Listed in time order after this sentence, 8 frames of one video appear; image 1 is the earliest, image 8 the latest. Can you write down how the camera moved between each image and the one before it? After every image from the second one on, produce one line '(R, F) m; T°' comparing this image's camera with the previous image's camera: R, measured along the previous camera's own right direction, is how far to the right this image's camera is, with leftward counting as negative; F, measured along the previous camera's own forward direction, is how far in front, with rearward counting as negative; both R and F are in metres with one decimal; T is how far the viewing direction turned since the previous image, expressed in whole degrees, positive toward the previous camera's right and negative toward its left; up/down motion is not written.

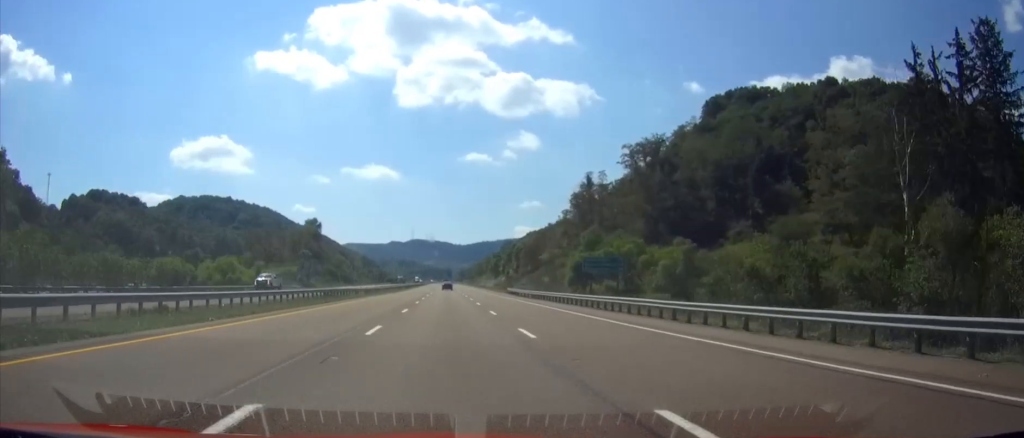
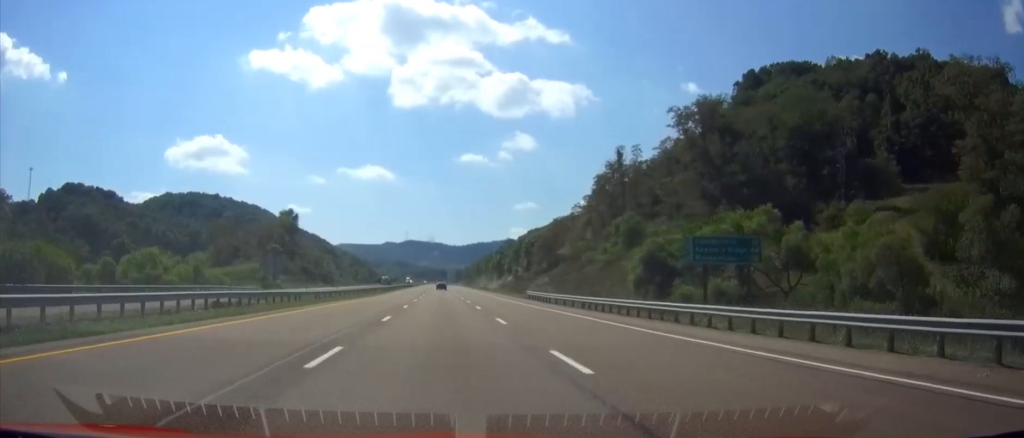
(0.0, +31.3) m; 0°
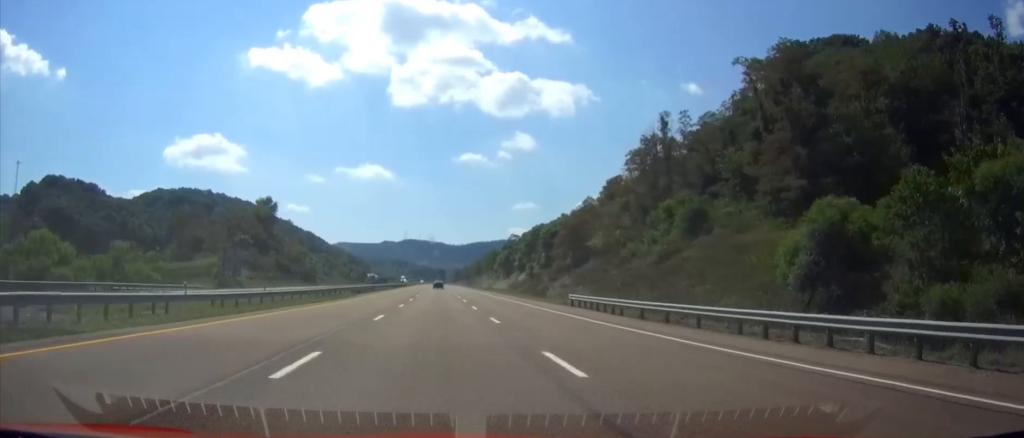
(0.0, +26.0) m; 0°
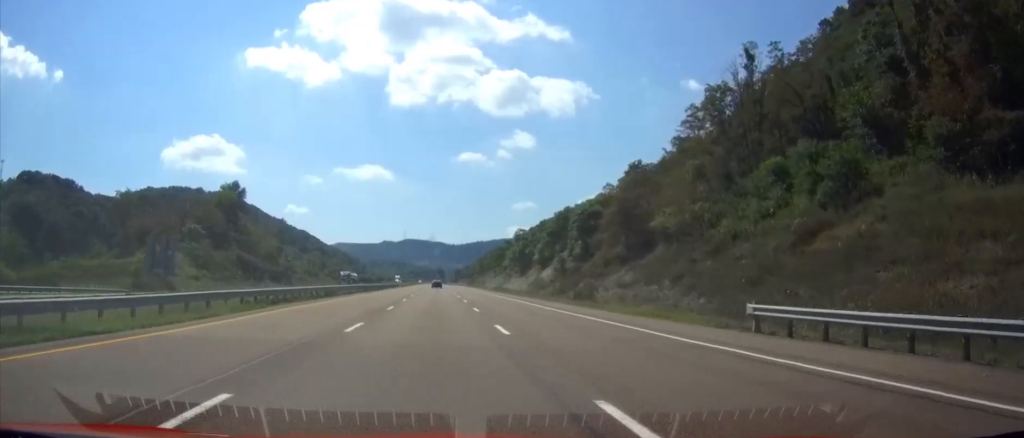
(0.0, +30.3) m; 0°
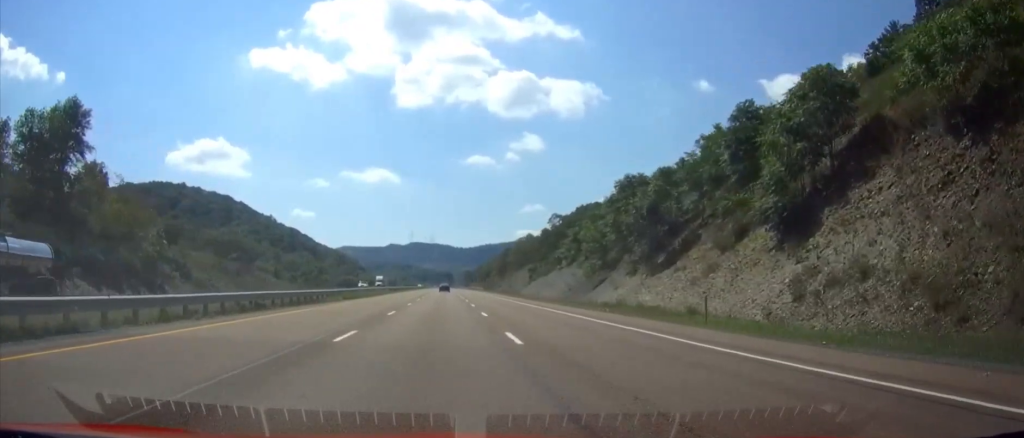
(-0.1, +77.9) m; 0°
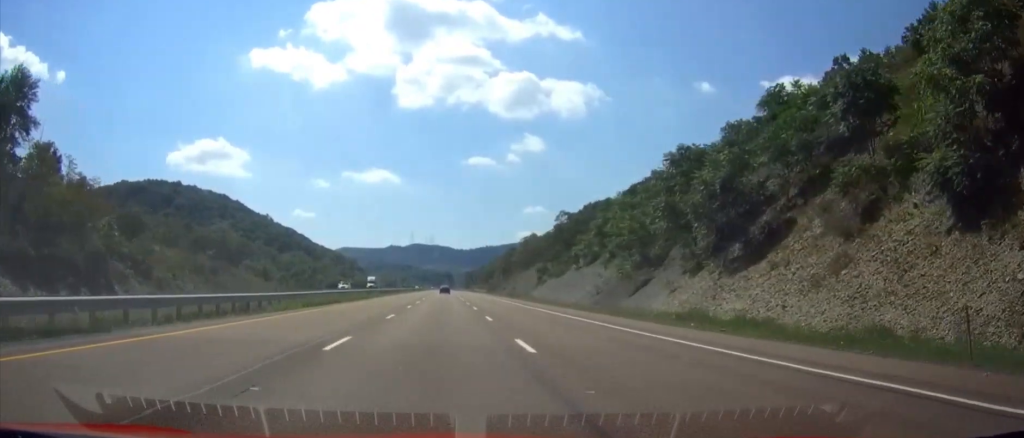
(0.0, +14.0) m; 0°
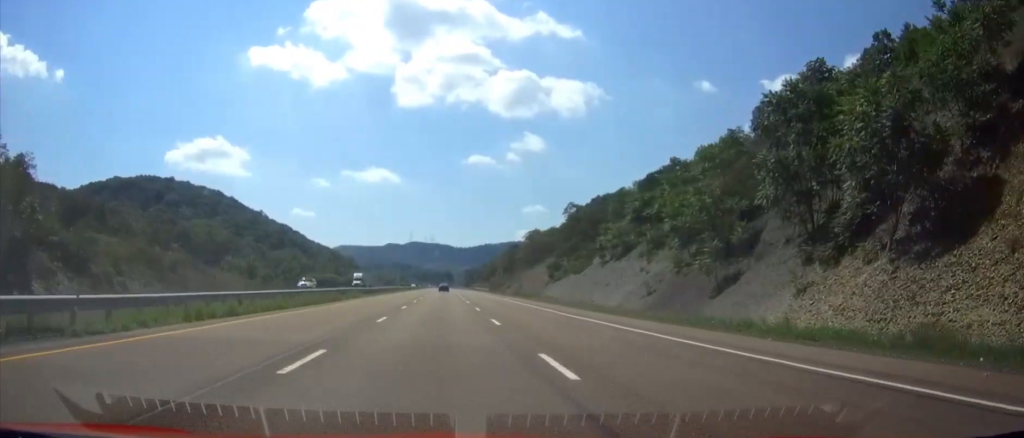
(0.0, +16.2) m; 0°
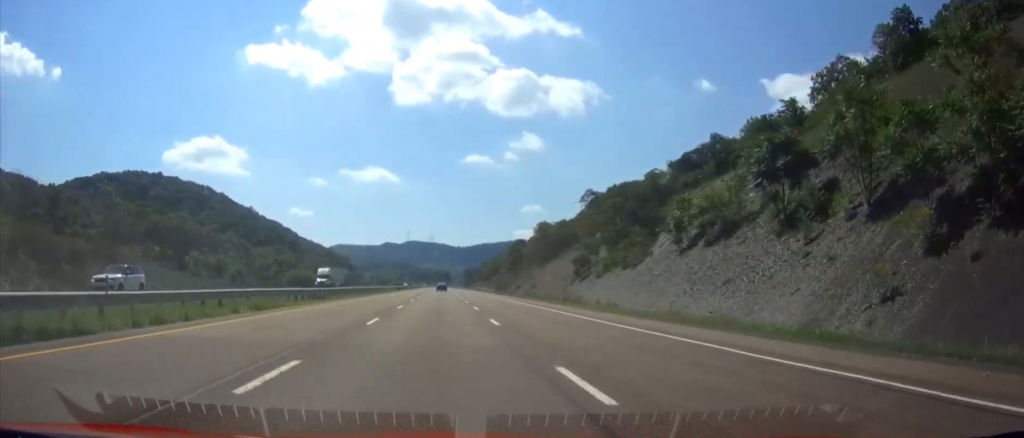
(0.0, +27.0) m; 0°
